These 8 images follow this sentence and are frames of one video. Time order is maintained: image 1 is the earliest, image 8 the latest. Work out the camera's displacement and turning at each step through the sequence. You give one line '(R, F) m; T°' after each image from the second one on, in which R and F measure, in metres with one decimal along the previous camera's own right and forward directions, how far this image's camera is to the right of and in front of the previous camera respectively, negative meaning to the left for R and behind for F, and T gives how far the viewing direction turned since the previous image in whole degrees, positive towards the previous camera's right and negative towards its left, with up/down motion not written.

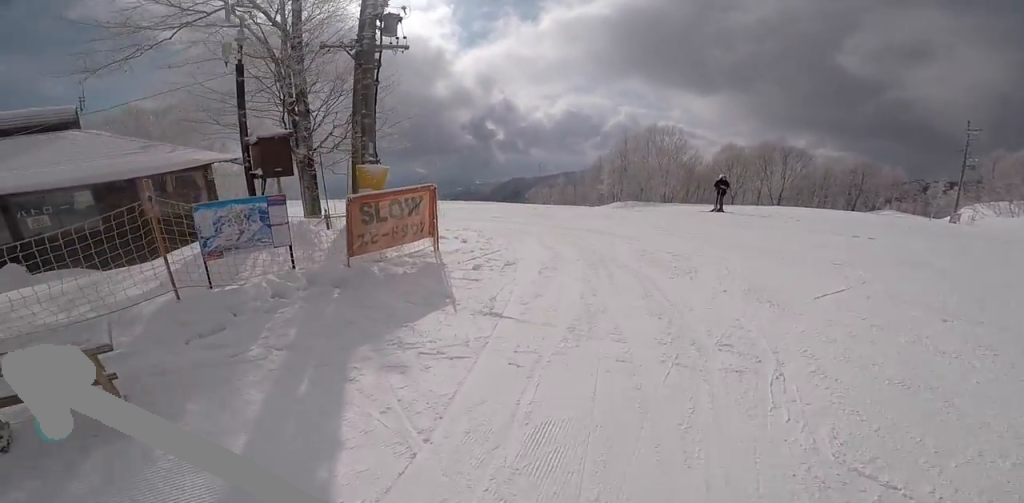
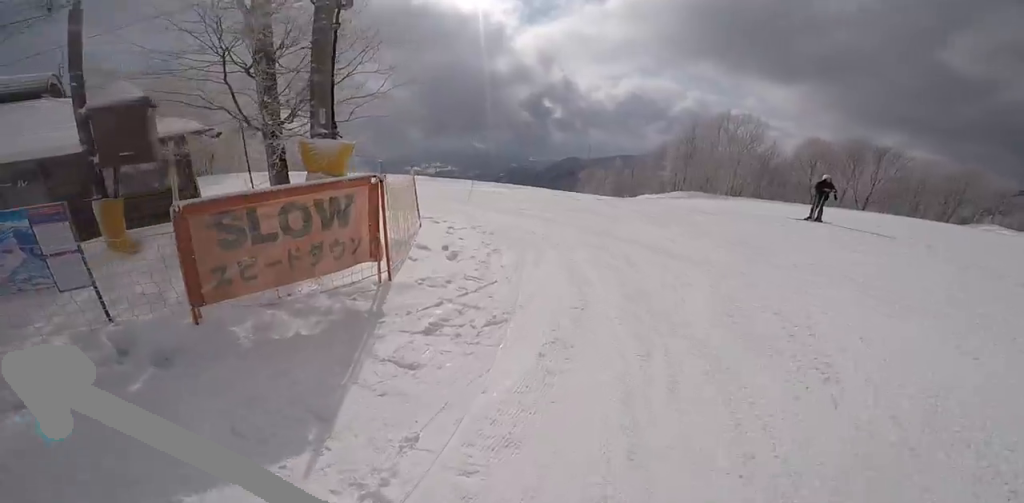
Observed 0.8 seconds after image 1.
(0.0, +3.1) m; -1°
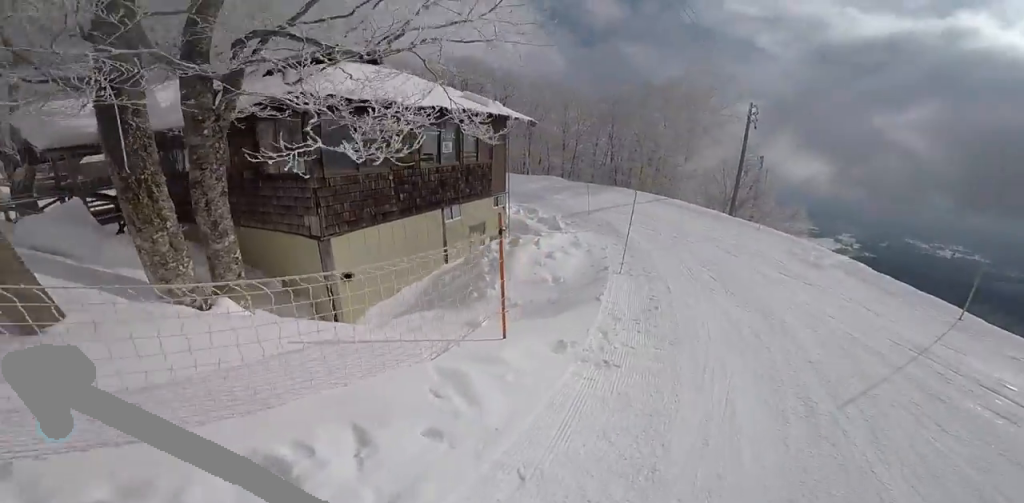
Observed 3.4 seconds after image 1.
(-4.4, +8.5) m; -51°
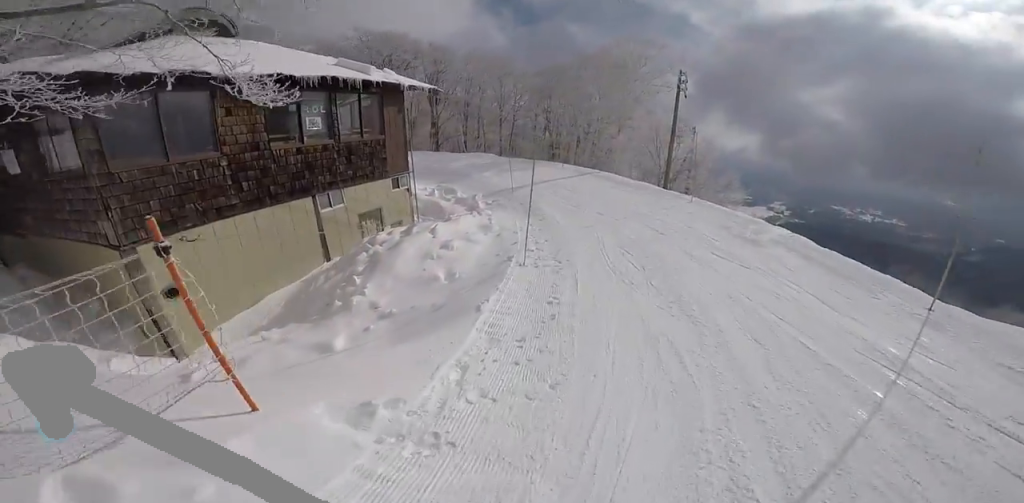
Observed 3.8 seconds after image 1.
(0.0, +2.0) m; 0°
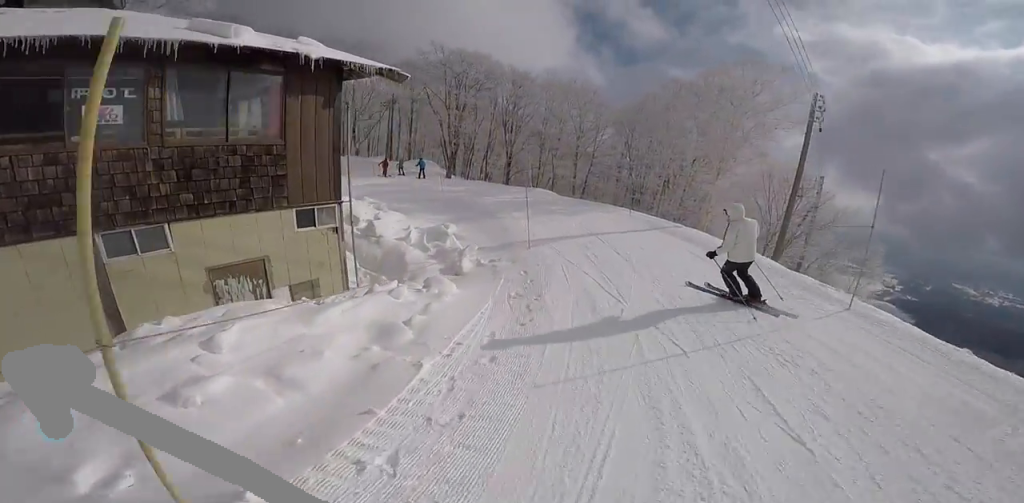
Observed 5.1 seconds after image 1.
(0.0, +5.7) m; -3°
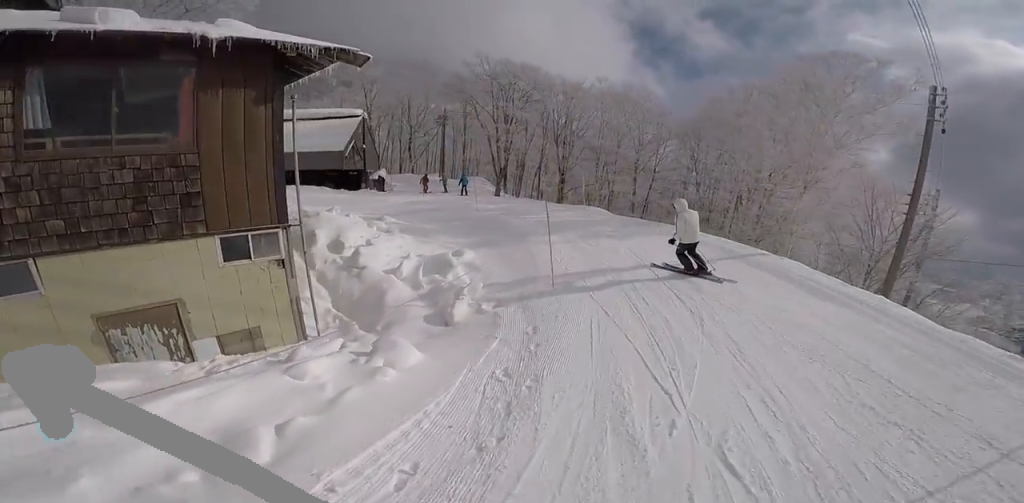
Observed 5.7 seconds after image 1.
(+0.1, +2.4) m; -13°
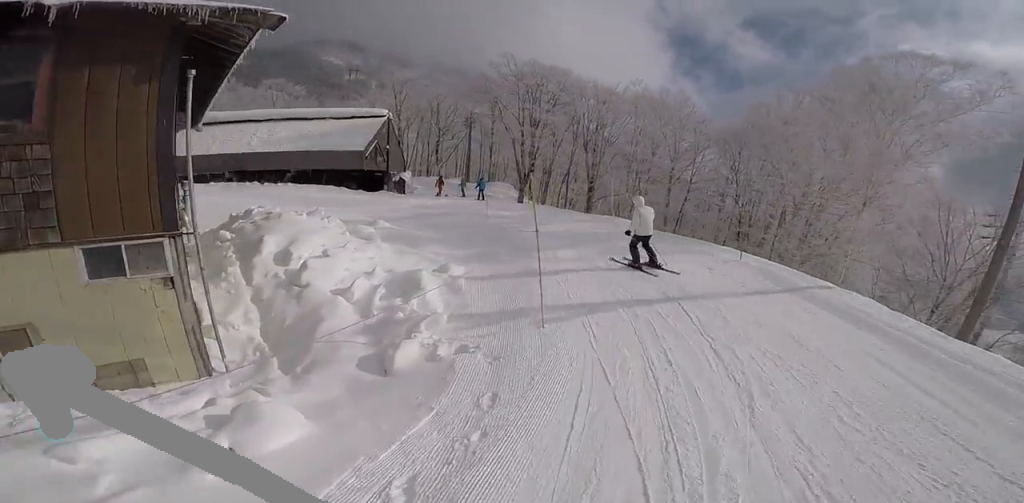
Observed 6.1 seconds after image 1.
(+0.2, +1.7) m; -10°
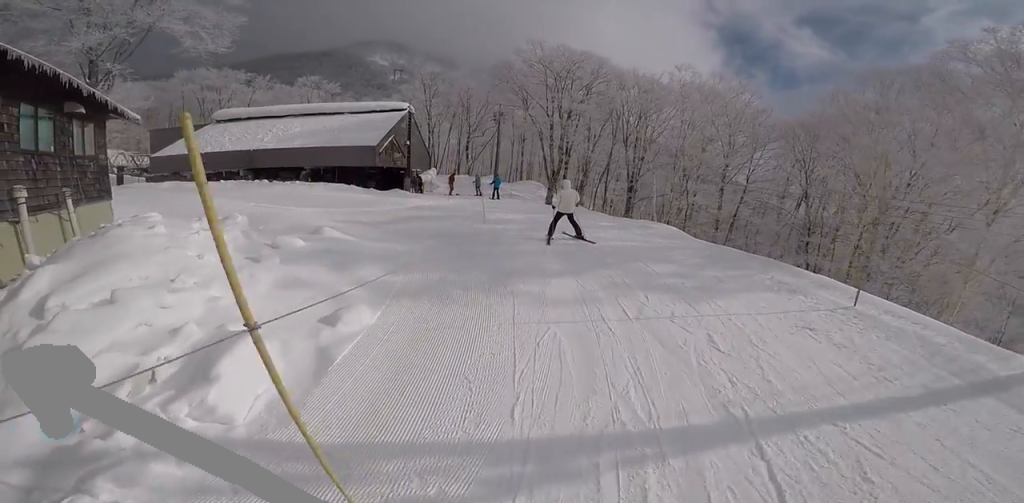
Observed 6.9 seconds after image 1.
(-1.3, +2.9) m; -23°
